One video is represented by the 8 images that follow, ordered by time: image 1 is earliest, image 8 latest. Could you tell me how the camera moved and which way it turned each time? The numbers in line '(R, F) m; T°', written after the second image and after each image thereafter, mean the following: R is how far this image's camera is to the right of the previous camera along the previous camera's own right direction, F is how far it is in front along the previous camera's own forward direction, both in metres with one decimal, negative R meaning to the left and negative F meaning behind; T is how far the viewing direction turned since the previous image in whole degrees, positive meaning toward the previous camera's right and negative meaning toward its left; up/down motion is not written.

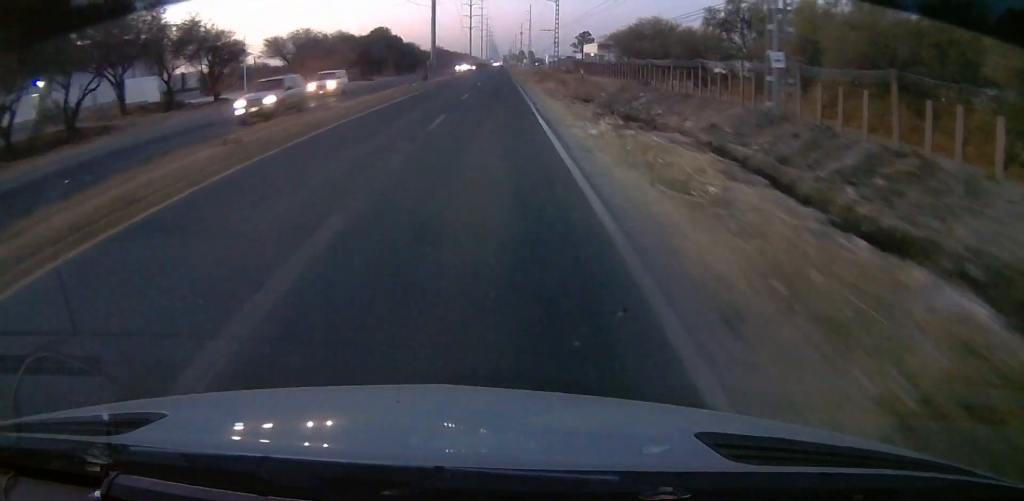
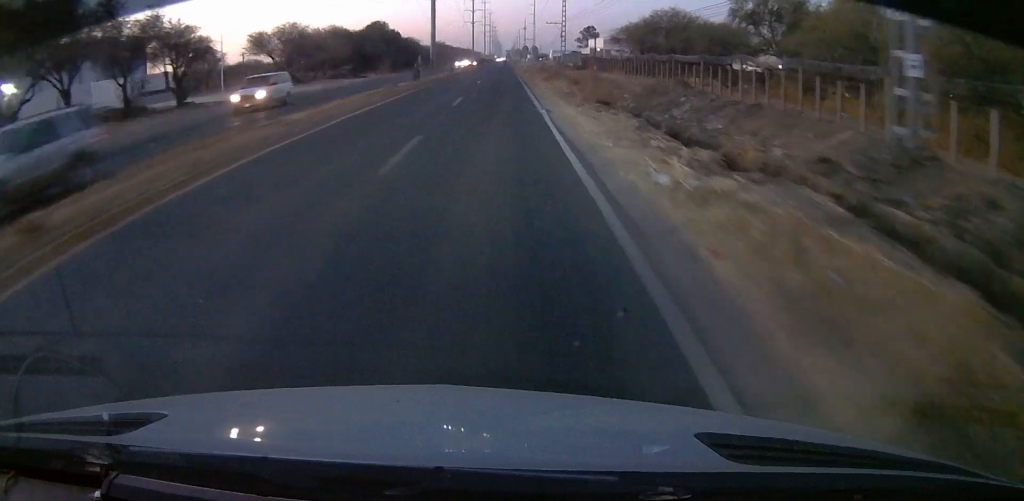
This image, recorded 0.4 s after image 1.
(-0.1, +7.5) m; 0°
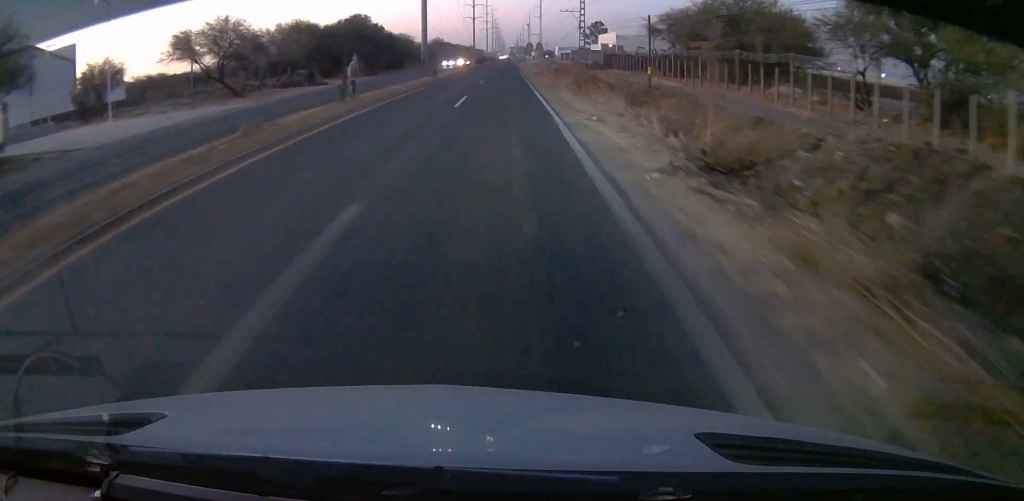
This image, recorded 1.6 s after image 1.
(-0.1, +22.7) m; -4°
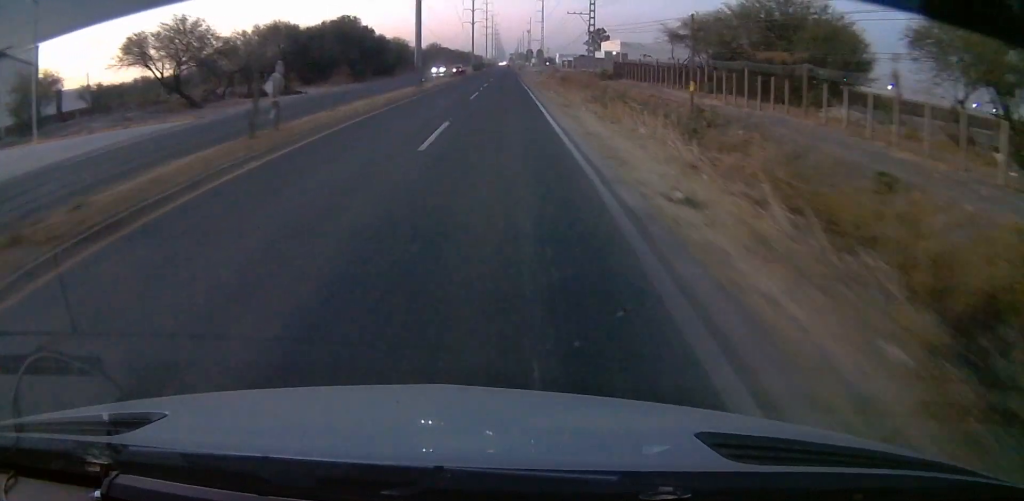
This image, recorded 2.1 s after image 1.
(-0.7, +9.6) m; 0°
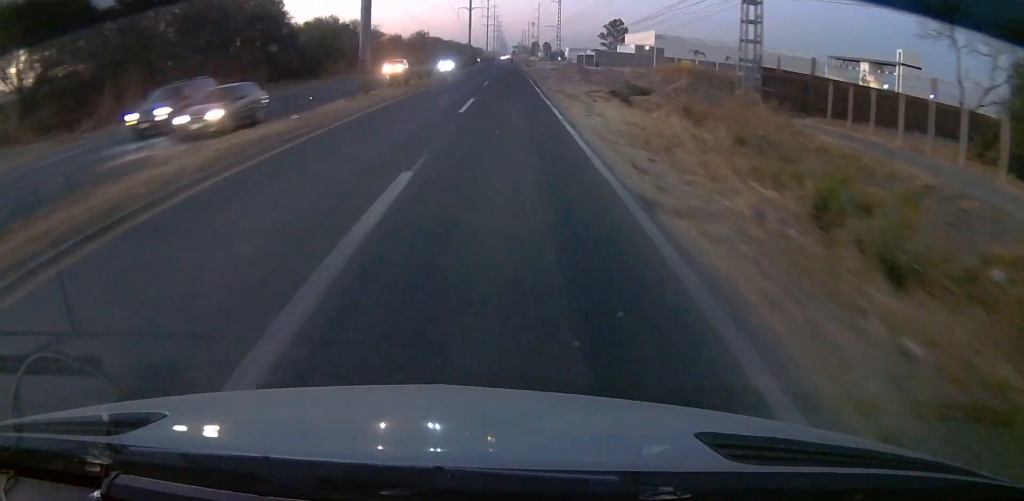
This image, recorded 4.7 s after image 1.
(+2.2, +49.6) m; +4°
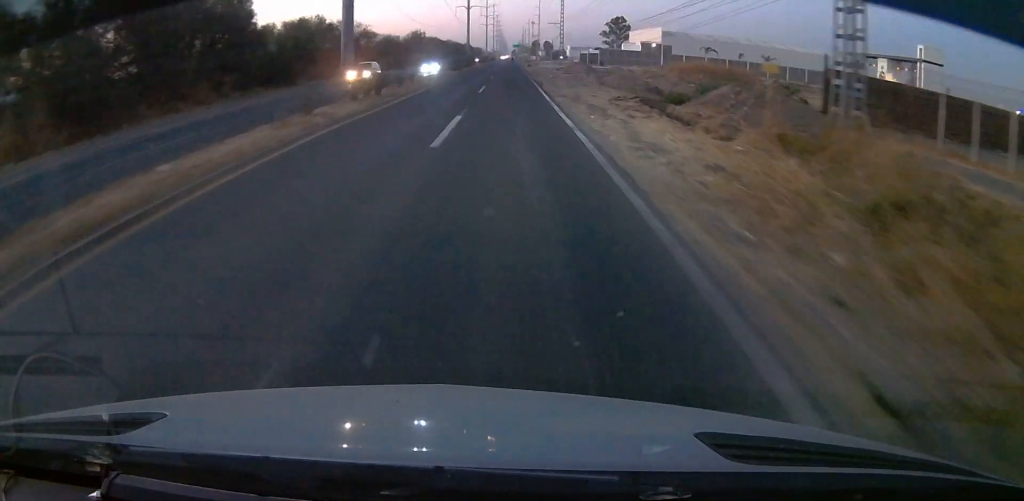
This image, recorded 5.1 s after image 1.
(0.0, +8.6) m; 0°
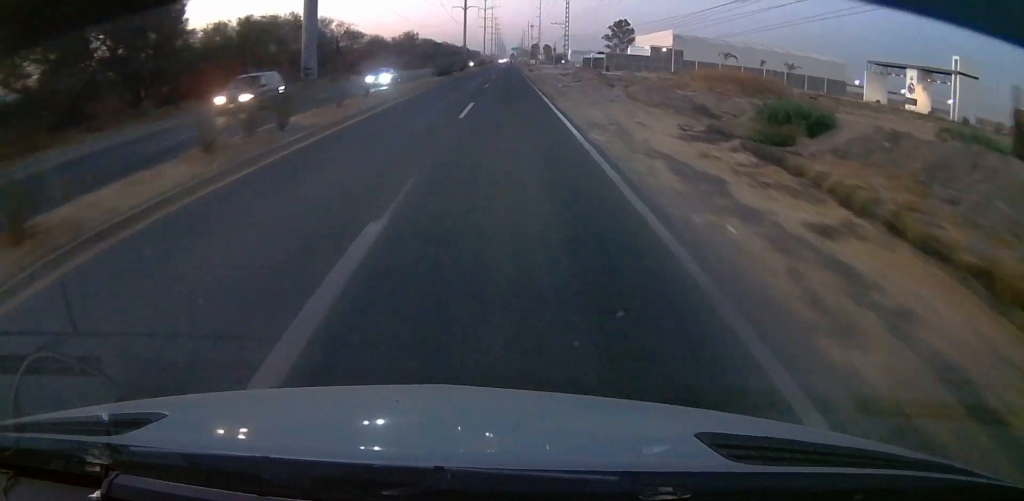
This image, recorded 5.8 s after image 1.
(0.0, +13.3) m; 0°
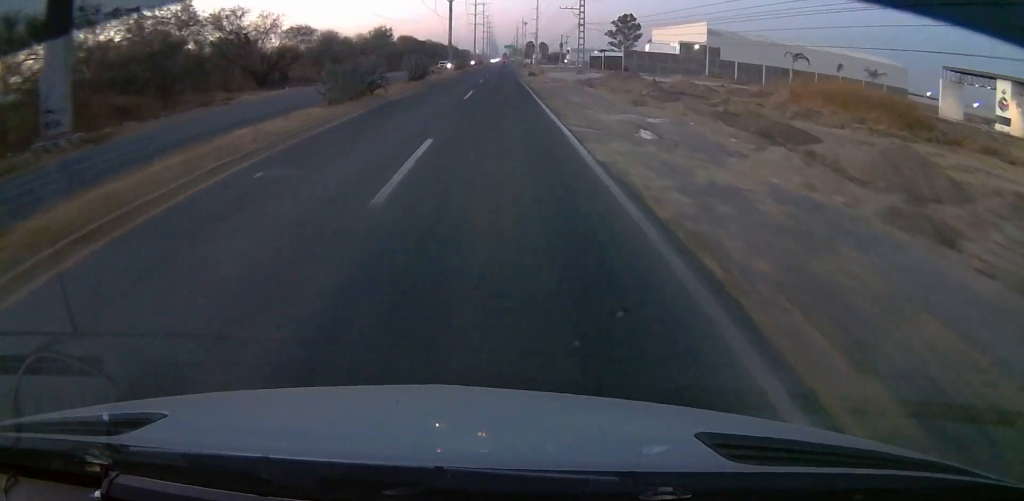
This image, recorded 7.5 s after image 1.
(-0.6, +34.5) m; -1°
